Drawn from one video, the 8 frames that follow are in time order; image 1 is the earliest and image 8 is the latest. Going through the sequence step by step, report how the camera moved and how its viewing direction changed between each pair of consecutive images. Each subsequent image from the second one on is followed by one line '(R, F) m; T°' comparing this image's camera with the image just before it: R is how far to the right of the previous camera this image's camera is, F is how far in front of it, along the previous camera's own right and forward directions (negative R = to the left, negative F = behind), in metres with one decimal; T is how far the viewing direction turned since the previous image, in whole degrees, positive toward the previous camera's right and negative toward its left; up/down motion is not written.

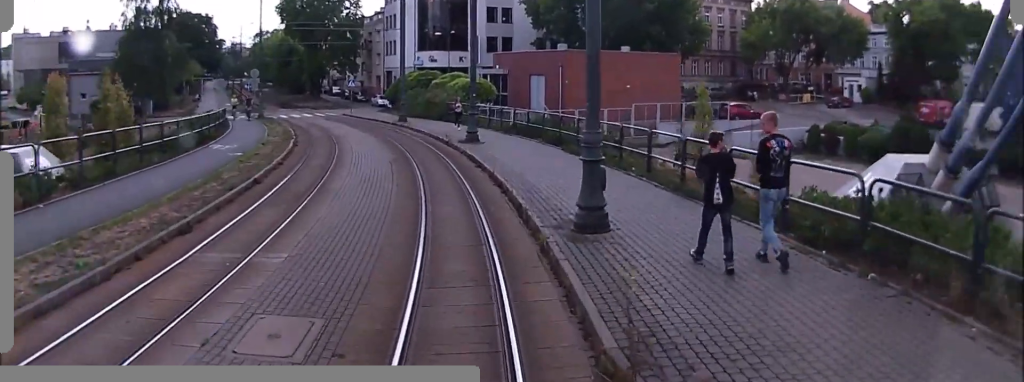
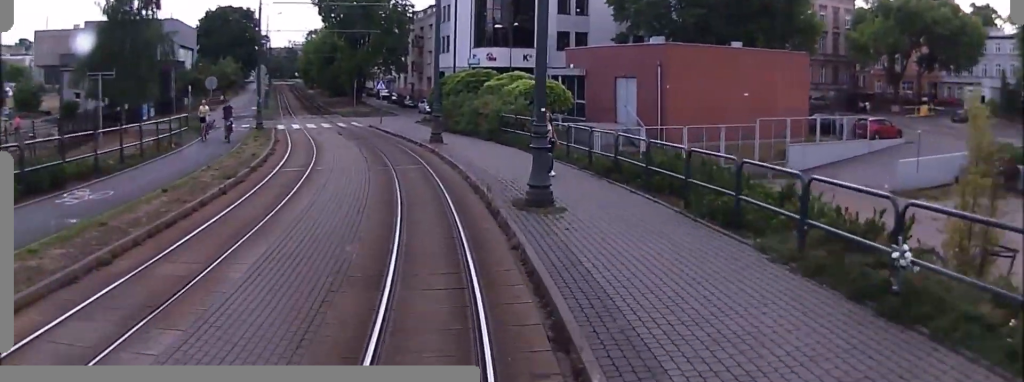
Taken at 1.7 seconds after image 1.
(0.0, +13.2) m; 0°
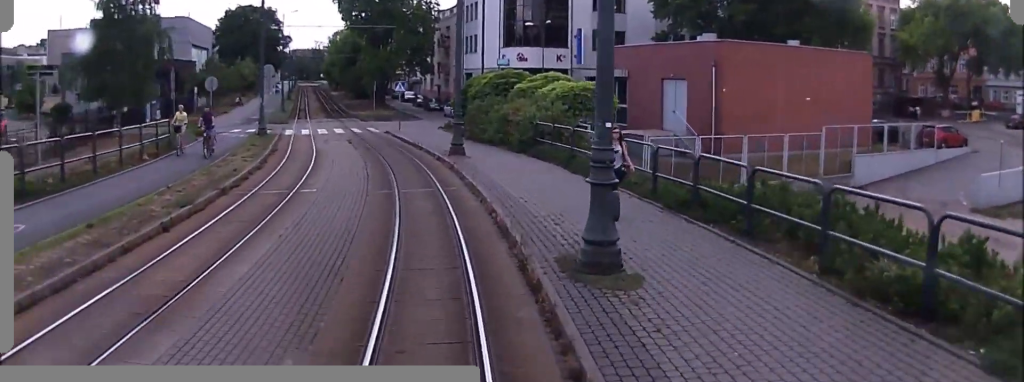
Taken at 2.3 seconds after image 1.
(0.0, +4.5) m; 0°
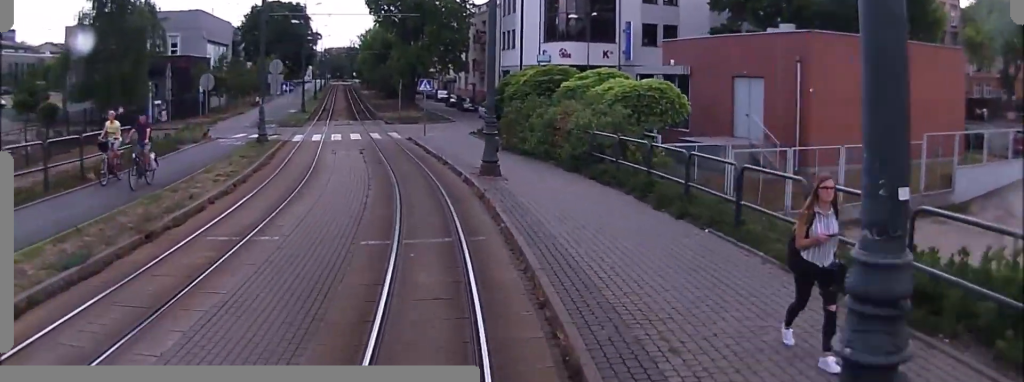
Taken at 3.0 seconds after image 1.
(0.0, +5.5) m; 0°
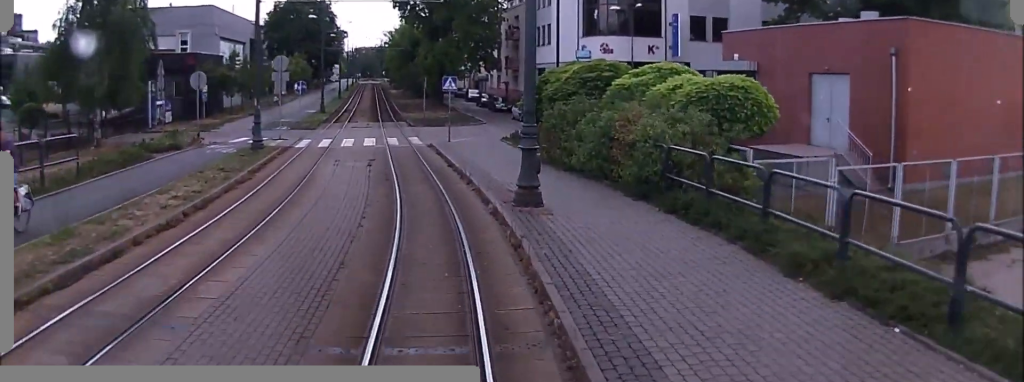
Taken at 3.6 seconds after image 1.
(0.0, +4.7) m; 0°
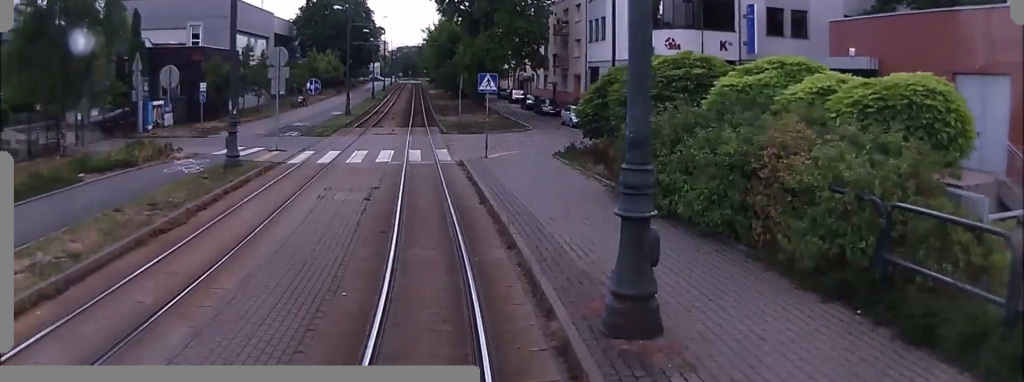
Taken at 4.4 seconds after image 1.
(0.0, +6.7) m; 0°
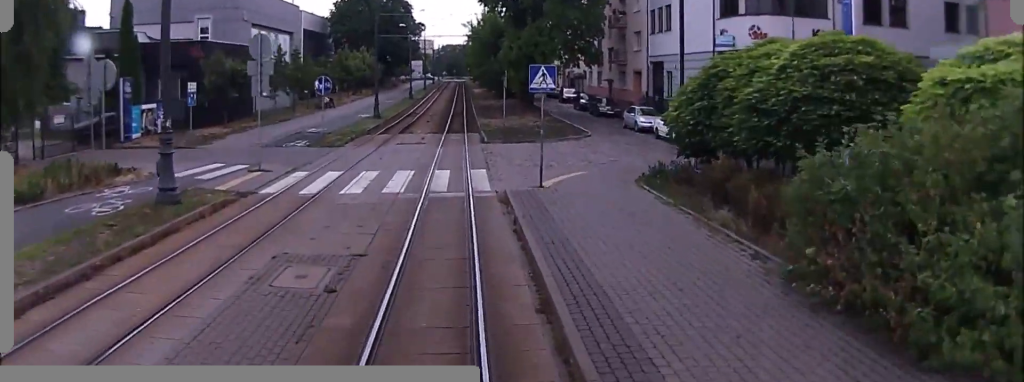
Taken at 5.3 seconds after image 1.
(0.0, +7.2) m; -8°
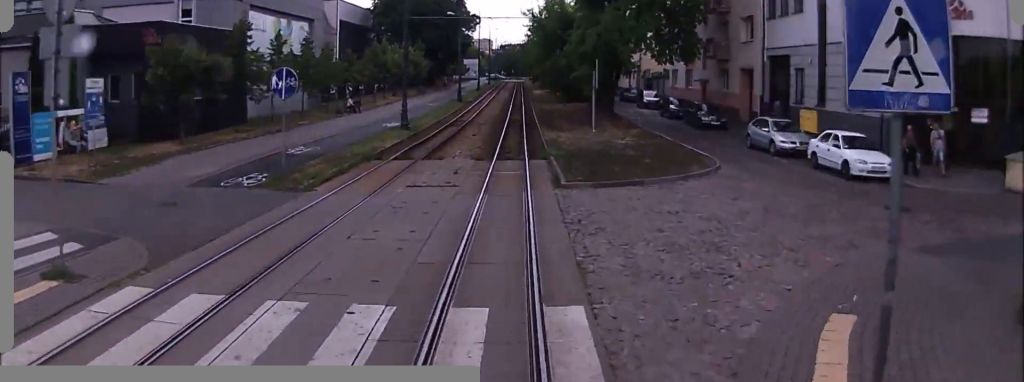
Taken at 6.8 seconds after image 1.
(-1.8, +12.6) m; -9°
